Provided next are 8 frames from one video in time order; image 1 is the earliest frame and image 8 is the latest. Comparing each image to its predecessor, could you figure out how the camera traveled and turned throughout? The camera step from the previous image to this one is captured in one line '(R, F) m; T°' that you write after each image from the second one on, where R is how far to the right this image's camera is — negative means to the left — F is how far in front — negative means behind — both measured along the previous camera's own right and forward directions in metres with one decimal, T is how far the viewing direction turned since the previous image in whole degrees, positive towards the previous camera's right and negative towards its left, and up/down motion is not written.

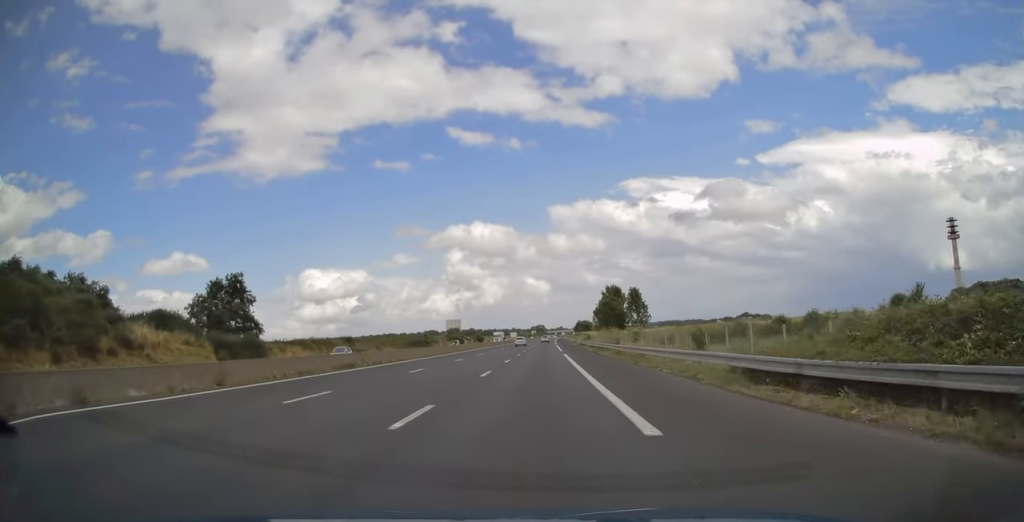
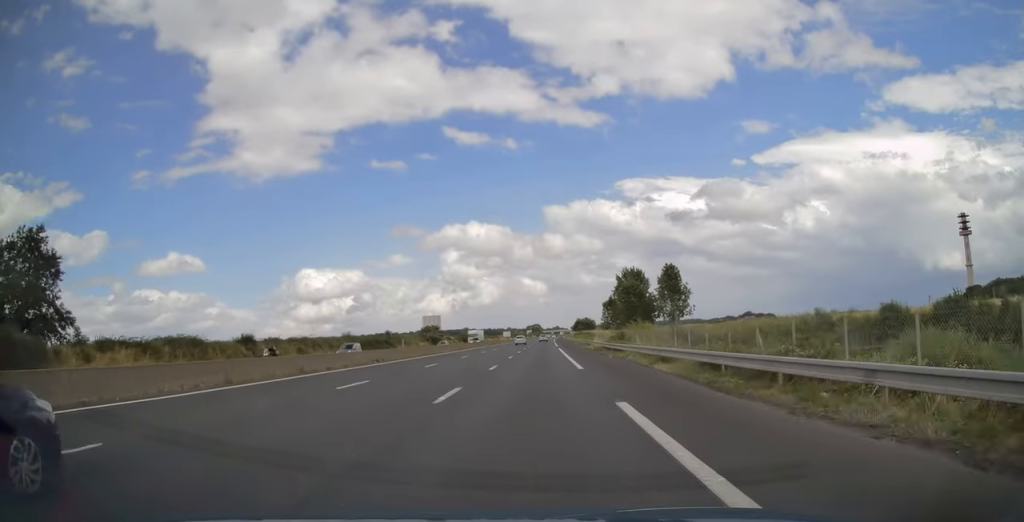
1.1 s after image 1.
(0.0, +35.4) m; 0°
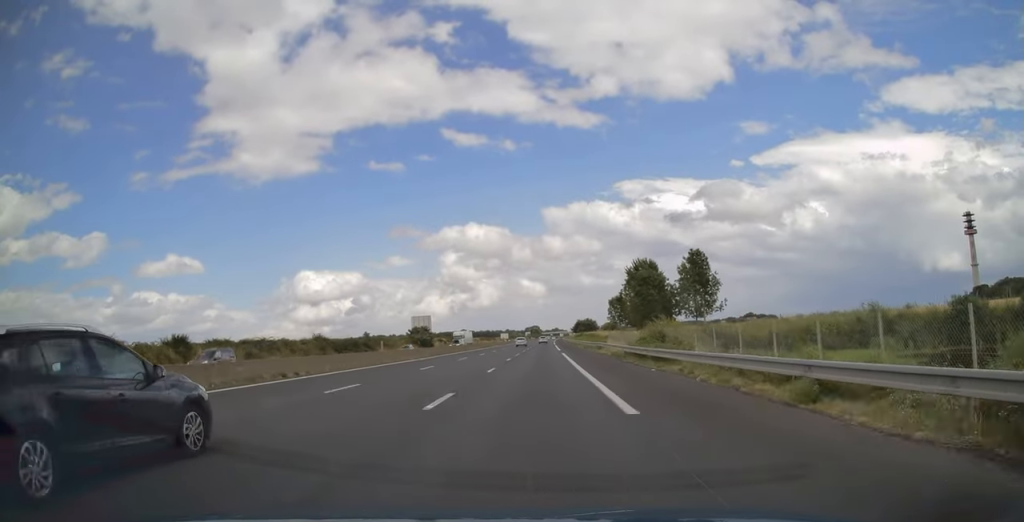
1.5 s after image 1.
(-0.2, +14.1) m; 0°
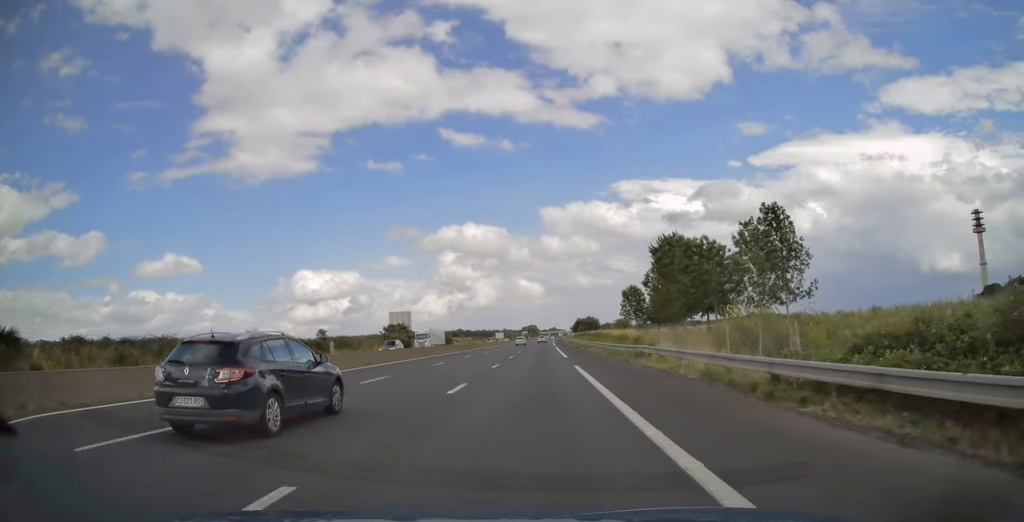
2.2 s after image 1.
(+0.2, +22.7) m; 0°
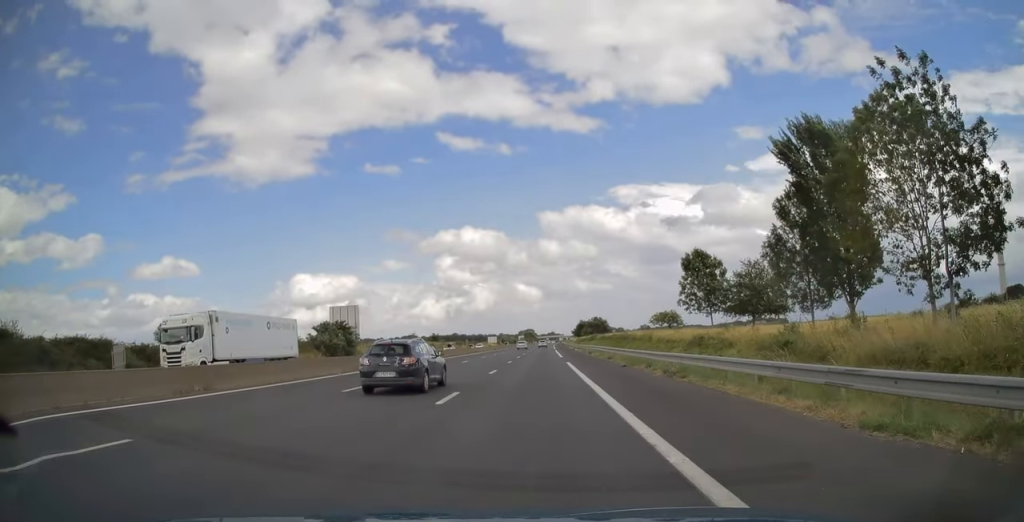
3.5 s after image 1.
(+0.1, +41.0) m; 0°
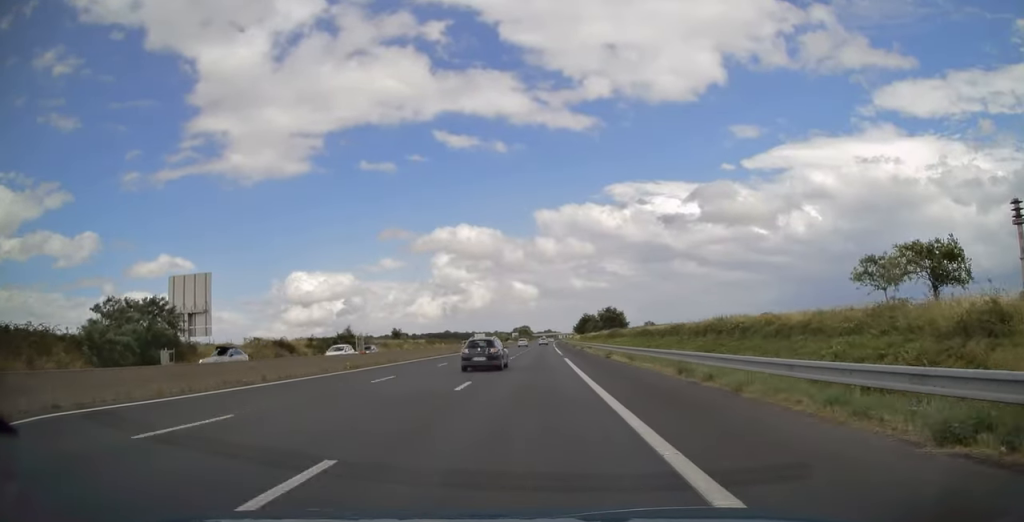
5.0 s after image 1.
(+0.1, +49.1) m; +1°
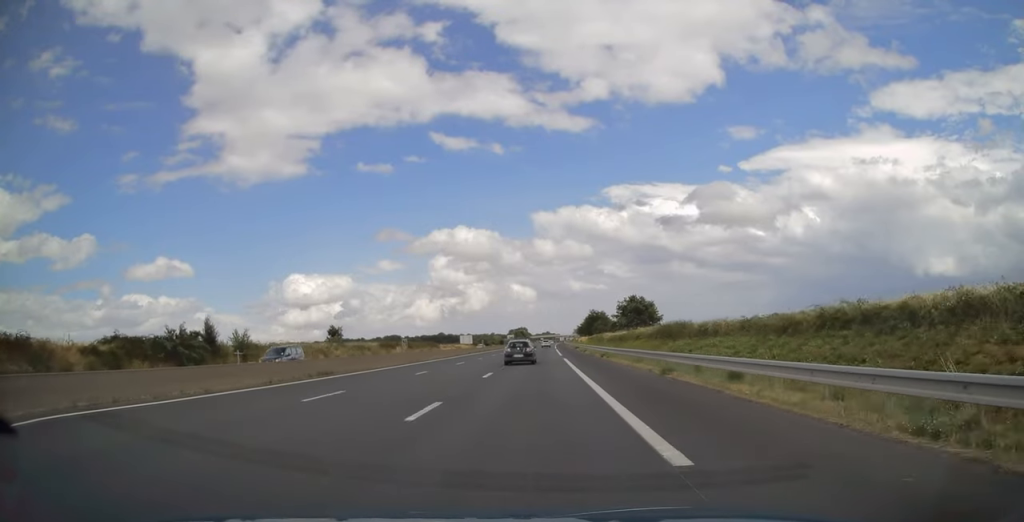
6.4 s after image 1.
(+0.4, +45.3) m; 0°
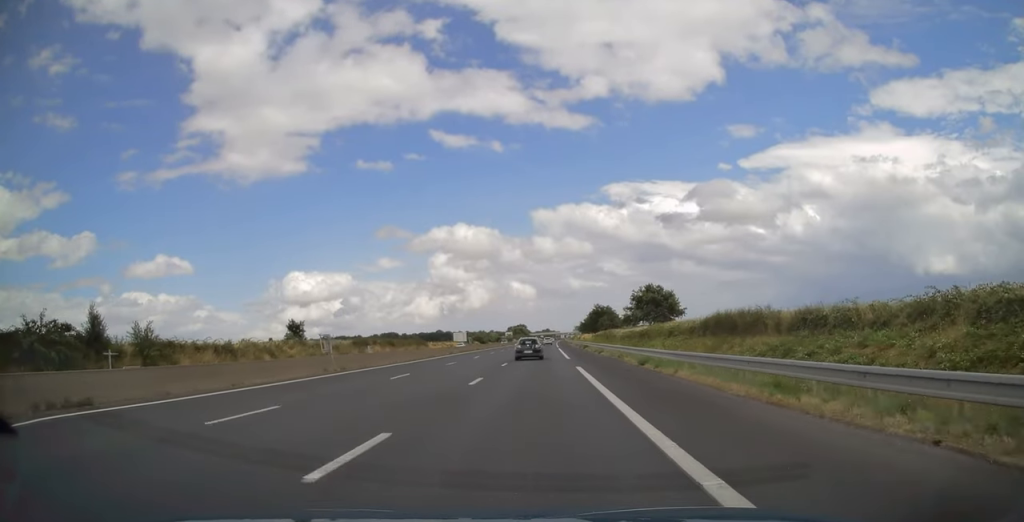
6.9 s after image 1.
(-0.1, +17.8) m; 0°
